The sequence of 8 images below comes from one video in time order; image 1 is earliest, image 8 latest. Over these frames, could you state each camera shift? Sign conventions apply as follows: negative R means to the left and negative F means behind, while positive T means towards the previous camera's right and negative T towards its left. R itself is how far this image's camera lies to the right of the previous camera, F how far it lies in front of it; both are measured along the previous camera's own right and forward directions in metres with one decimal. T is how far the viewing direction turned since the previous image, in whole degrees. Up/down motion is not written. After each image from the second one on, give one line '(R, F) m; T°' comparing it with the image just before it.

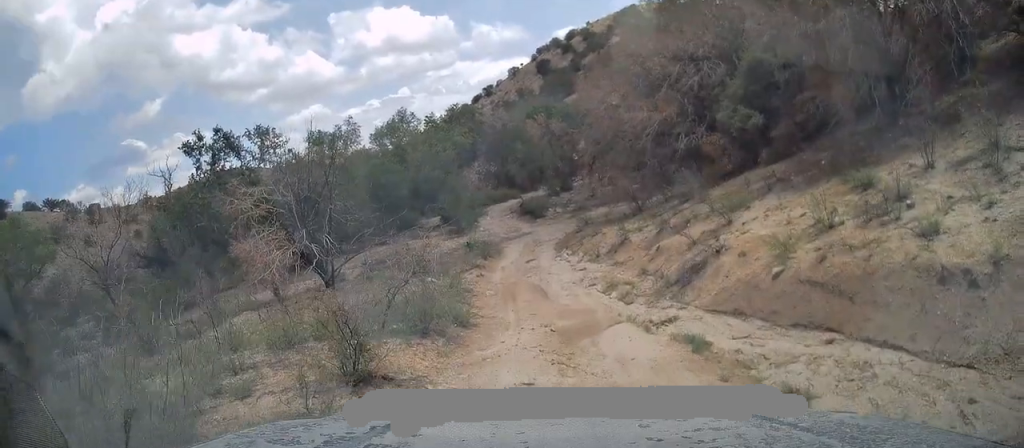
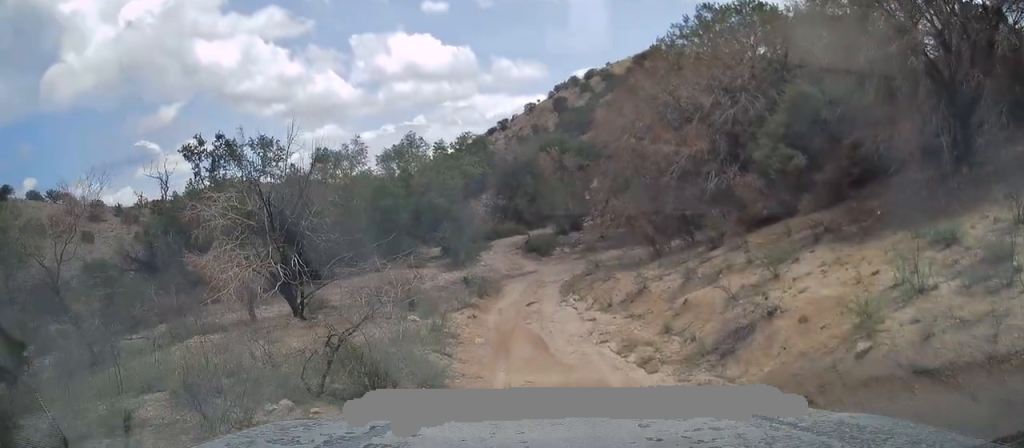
(0.0, +2.5) m; +9°
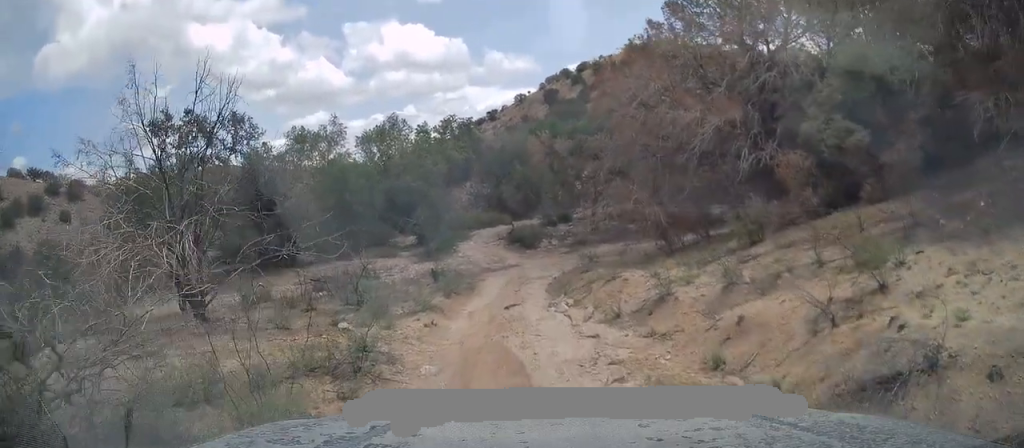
(+0.6, +4.1) m; +5°
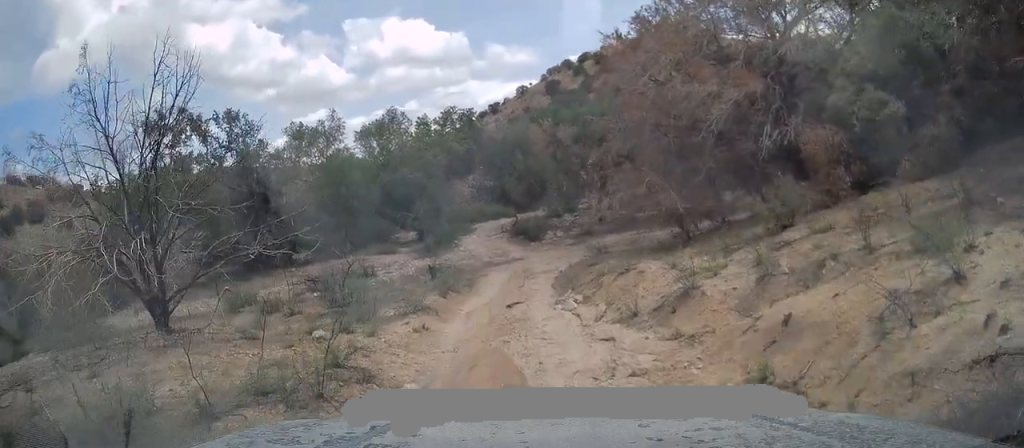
(-0.1, +1.5) m; -5°
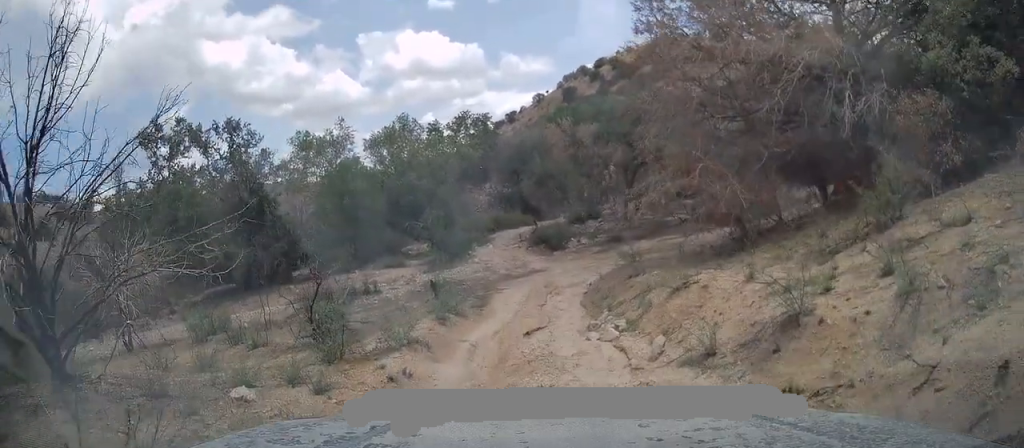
(-0.3, +3.4) m; +1°
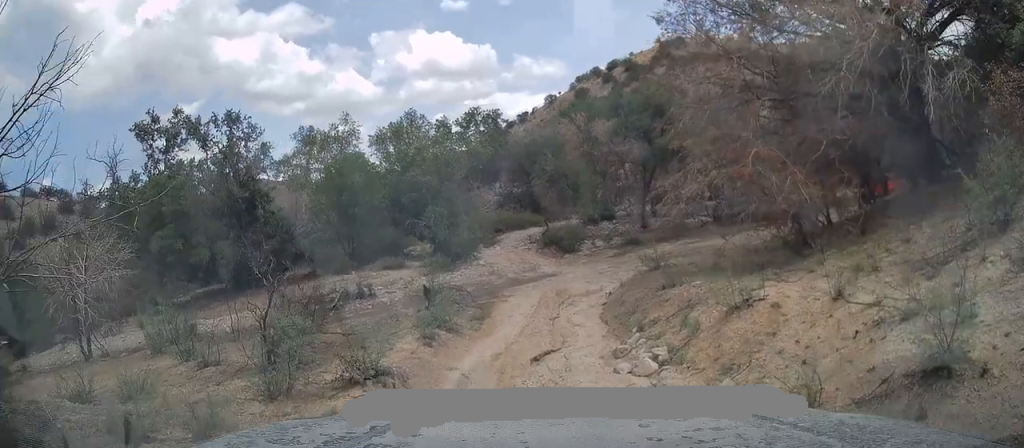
(+0.3, +2.6) m; +1°
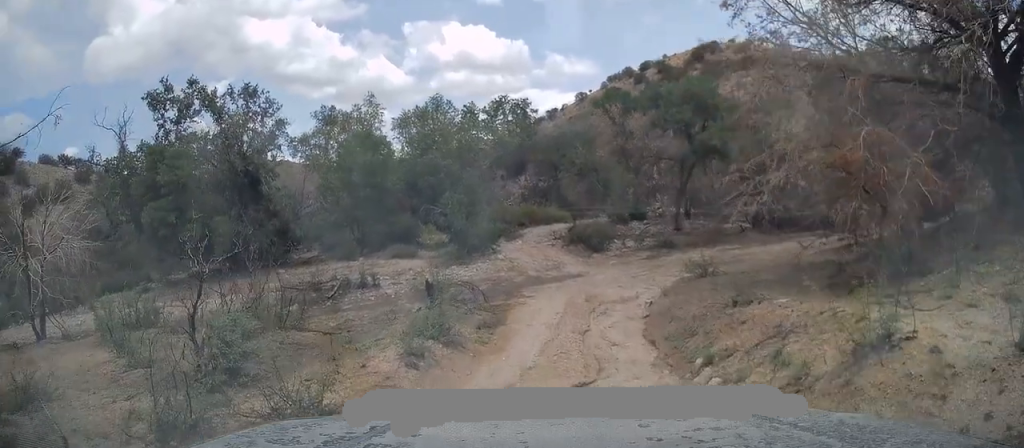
(-0.1, +2.7) m; -4°
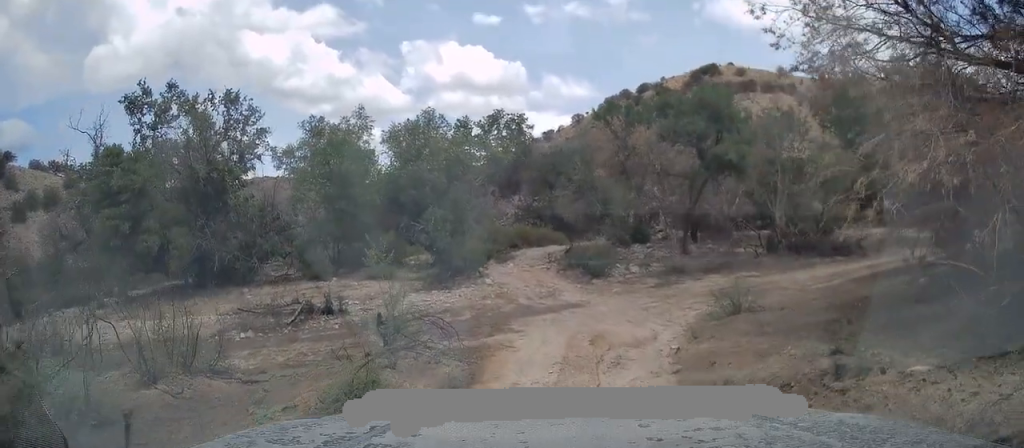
(-0.1, +3.1) m; -4°
